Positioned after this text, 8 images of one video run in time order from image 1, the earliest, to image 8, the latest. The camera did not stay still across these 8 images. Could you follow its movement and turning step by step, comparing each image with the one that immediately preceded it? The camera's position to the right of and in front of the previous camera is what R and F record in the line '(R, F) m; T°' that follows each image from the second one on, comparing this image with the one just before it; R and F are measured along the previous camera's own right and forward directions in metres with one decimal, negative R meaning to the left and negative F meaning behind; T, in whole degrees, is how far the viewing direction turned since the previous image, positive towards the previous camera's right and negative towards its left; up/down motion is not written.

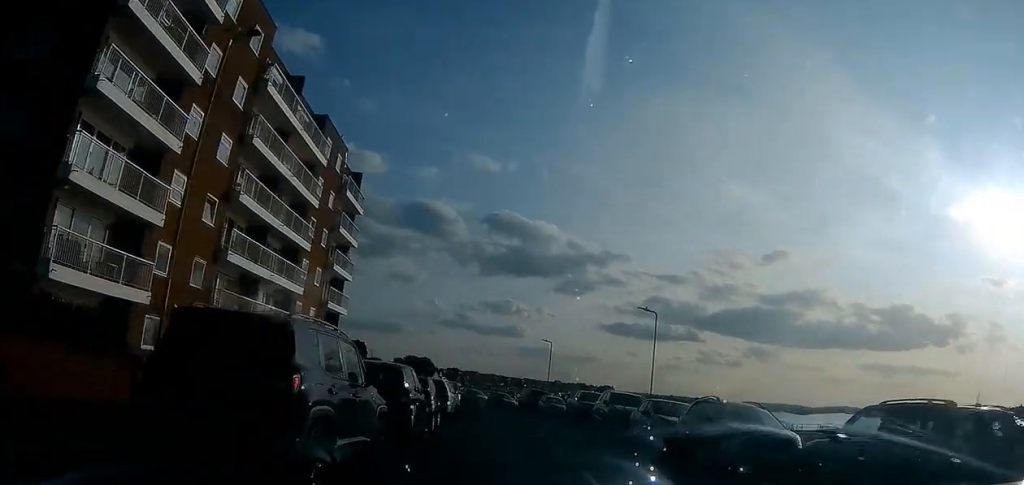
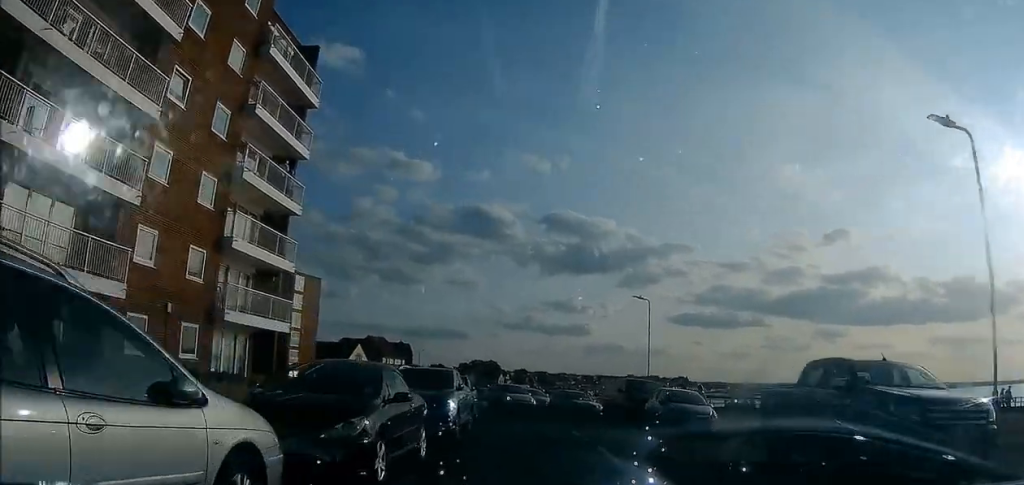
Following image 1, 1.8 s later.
(-1.2, +21.8) m; -6°
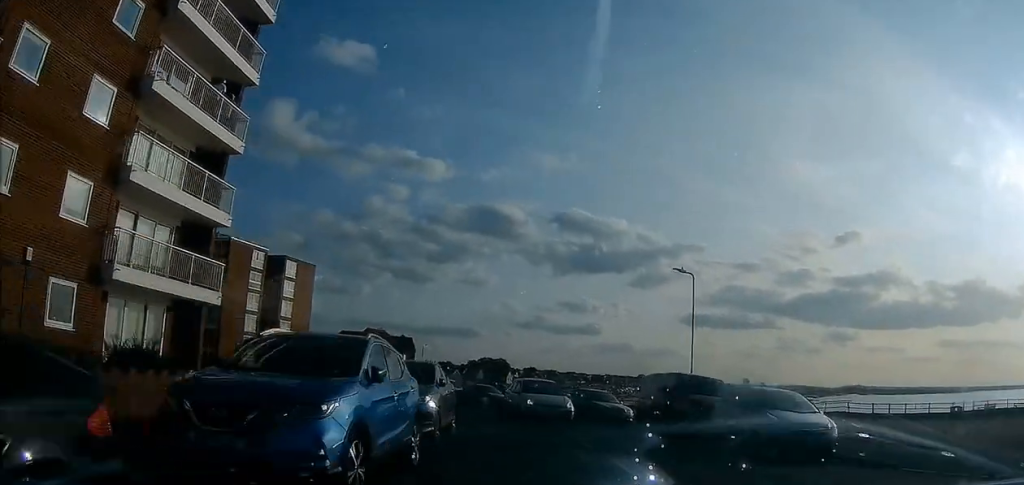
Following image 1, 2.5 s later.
(-0.1, +7.4) m; -2°
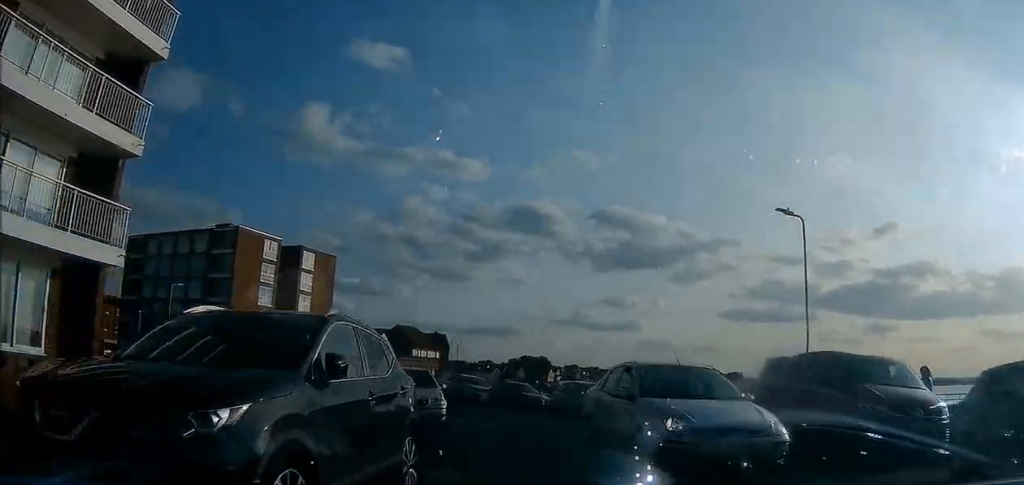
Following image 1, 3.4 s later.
(-0.1, +8.0) m; -3°
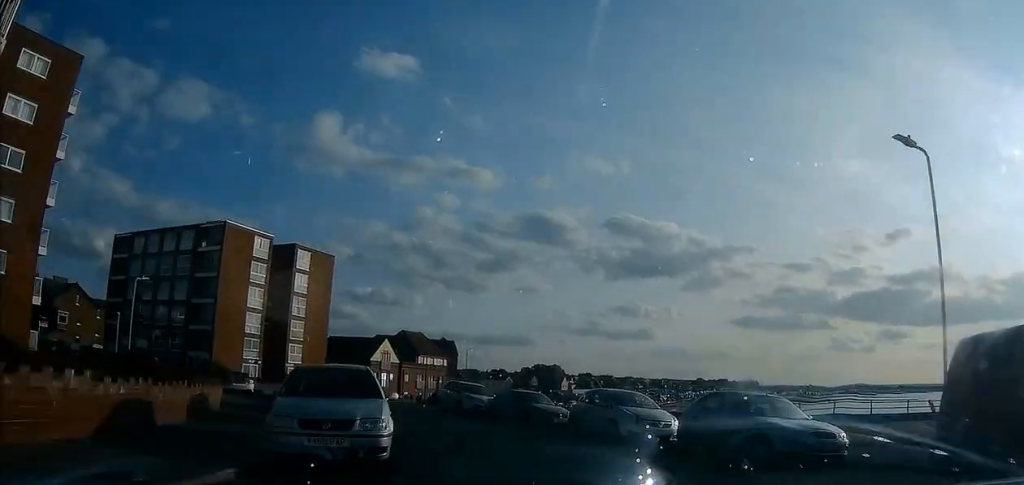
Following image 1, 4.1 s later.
(-0.1, +6.4) m; -6°
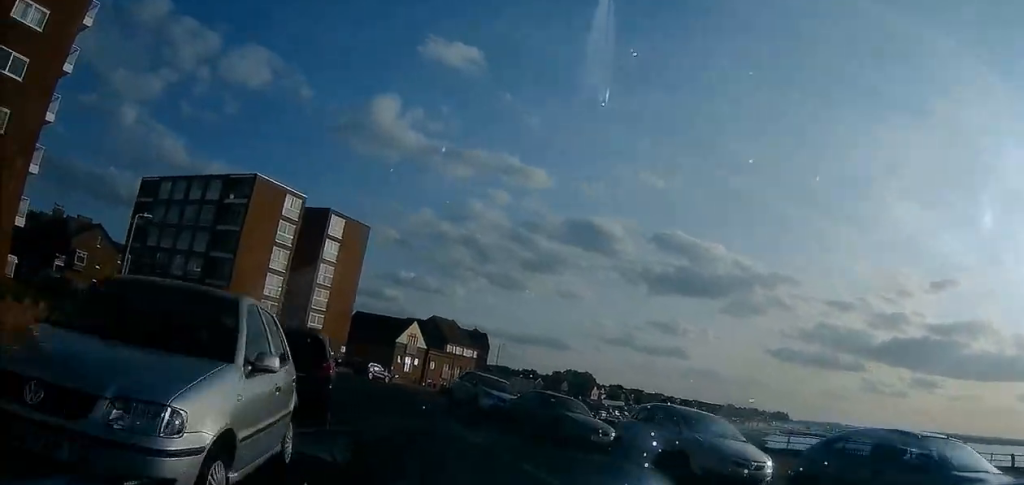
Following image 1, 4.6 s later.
(-0.3, +5.2) m; -4°
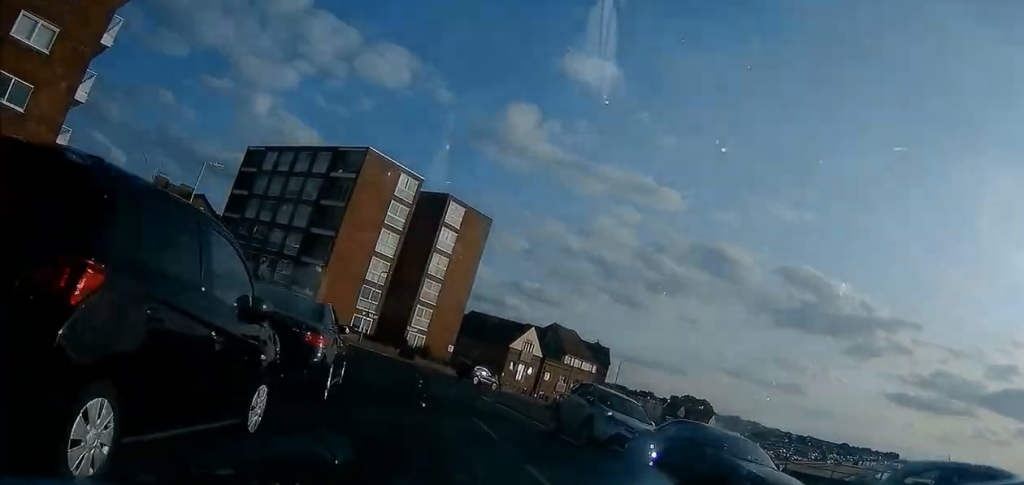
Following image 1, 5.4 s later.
(-0.5, +6.7) m; -5°
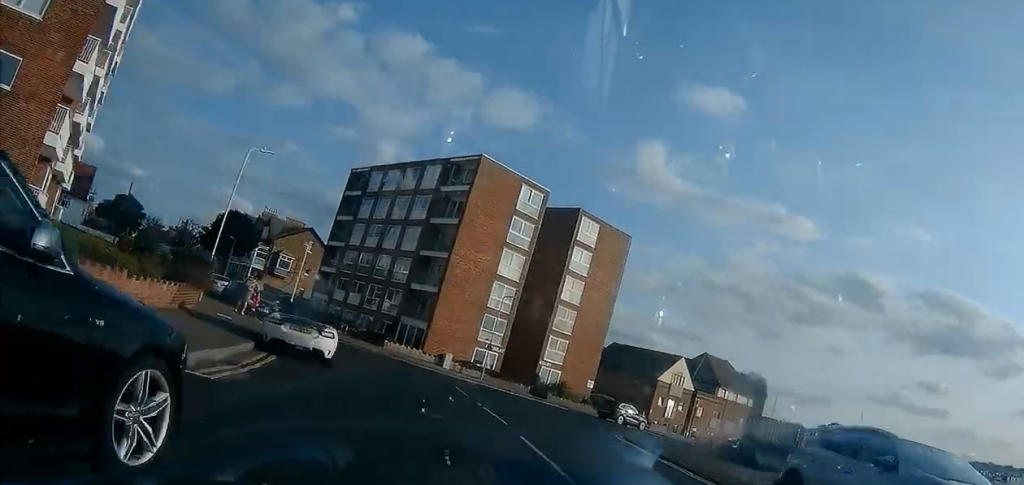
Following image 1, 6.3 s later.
(0.0, +8.5) m; -9°
